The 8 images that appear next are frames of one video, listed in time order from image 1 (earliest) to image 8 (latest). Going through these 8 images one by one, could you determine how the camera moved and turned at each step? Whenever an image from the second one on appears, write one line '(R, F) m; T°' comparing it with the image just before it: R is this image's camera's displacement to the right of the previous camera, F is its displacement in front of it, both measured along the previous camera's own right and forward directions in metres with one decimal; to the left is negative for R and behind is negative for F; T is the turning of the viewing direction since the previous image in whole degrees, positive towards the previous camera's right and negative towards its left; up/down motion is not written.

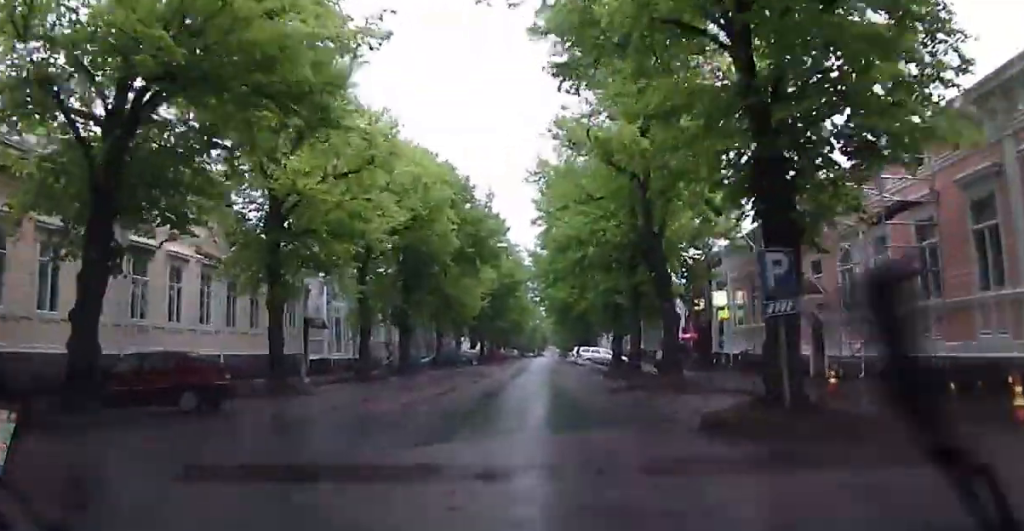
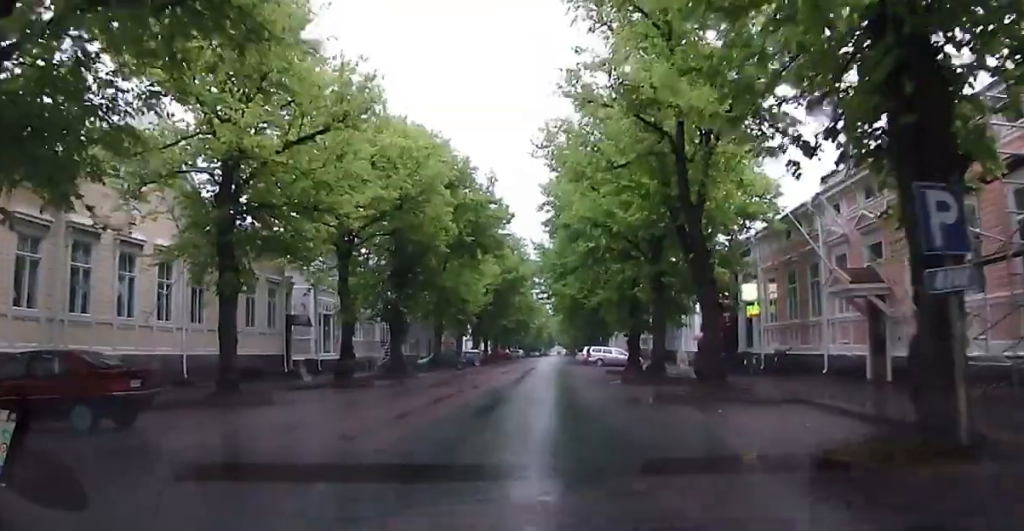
(0.0, +4.4) m; 0°
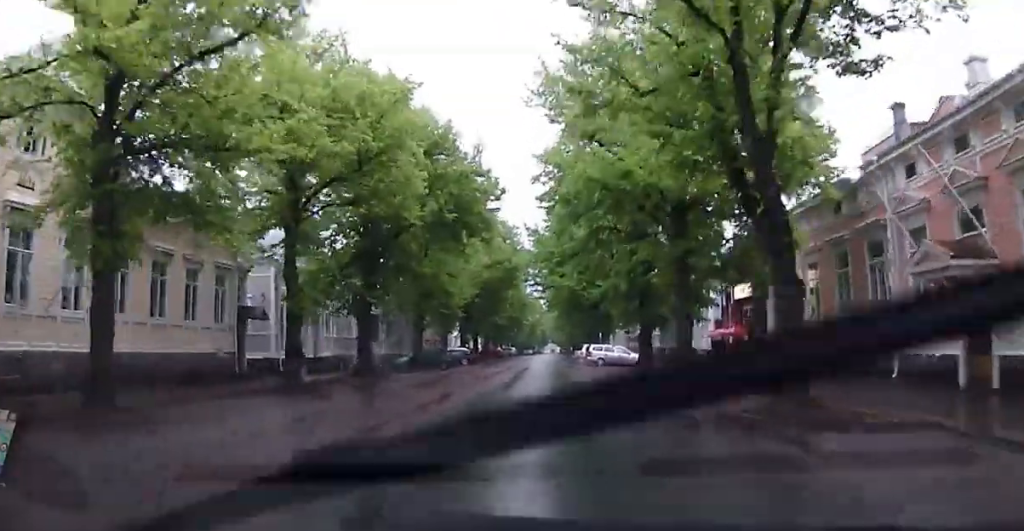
(0.0, +6.0) m; 0°
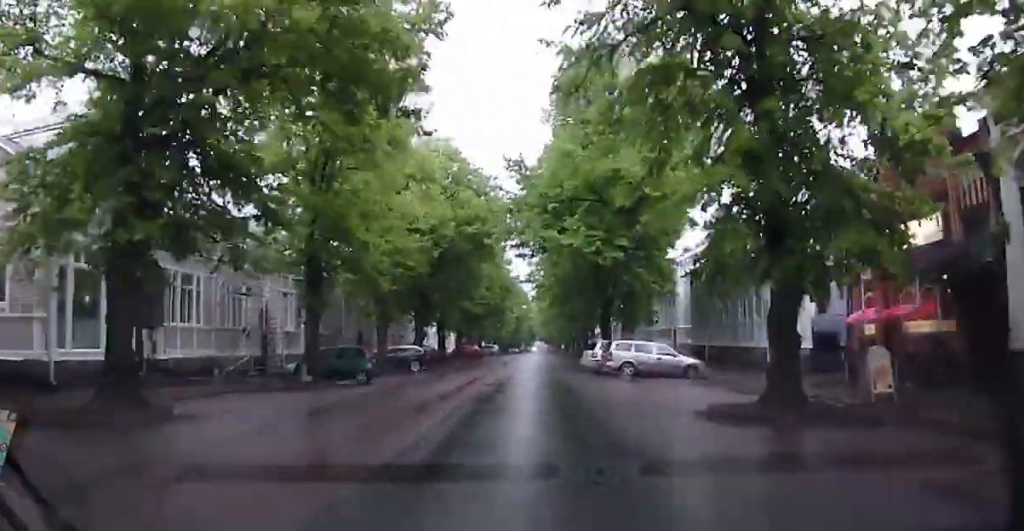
(+0.1, +19.2) m; -3°
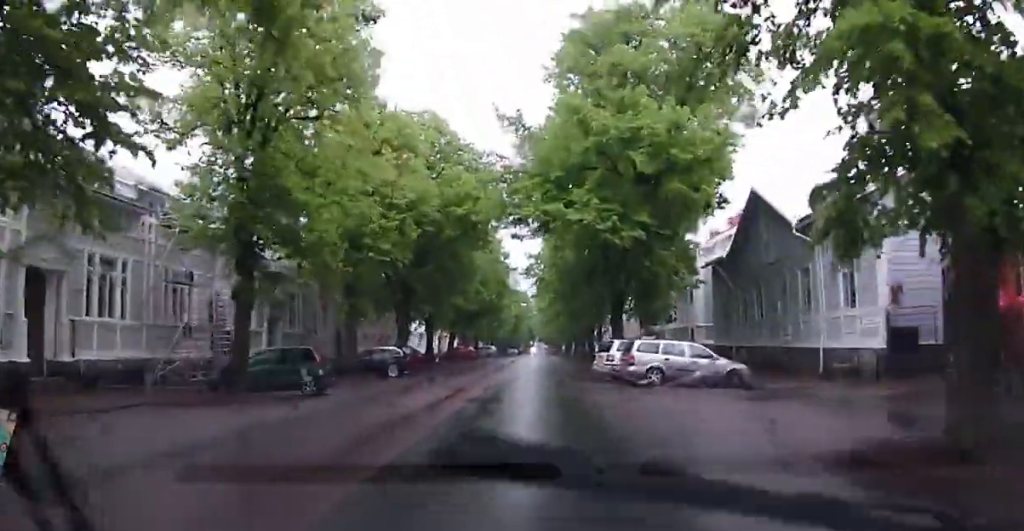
(-0.3, +6.1) m; 0°
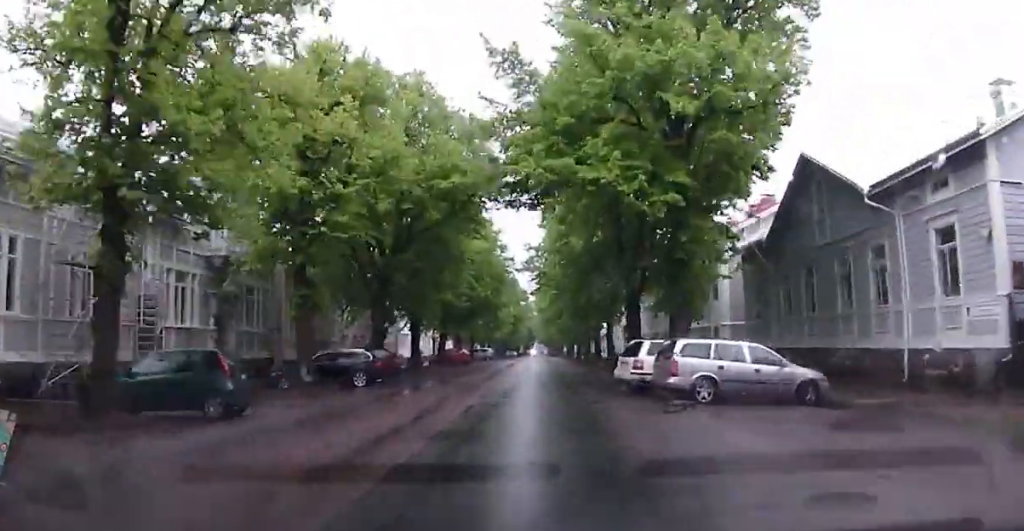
(0.0, +6.4) m; +2°
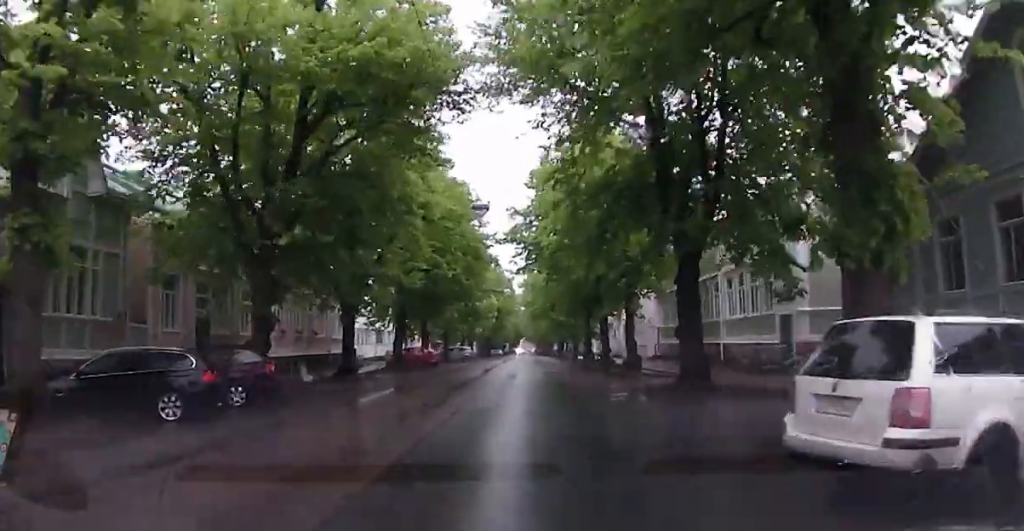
(+0.6, +13.6) m; +3°
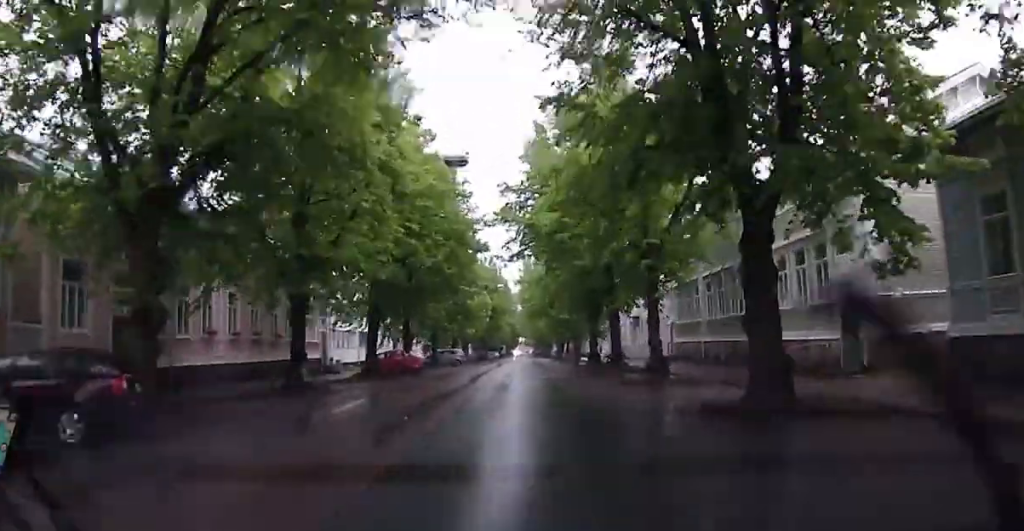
(0.0, +6.4) m; +1°
